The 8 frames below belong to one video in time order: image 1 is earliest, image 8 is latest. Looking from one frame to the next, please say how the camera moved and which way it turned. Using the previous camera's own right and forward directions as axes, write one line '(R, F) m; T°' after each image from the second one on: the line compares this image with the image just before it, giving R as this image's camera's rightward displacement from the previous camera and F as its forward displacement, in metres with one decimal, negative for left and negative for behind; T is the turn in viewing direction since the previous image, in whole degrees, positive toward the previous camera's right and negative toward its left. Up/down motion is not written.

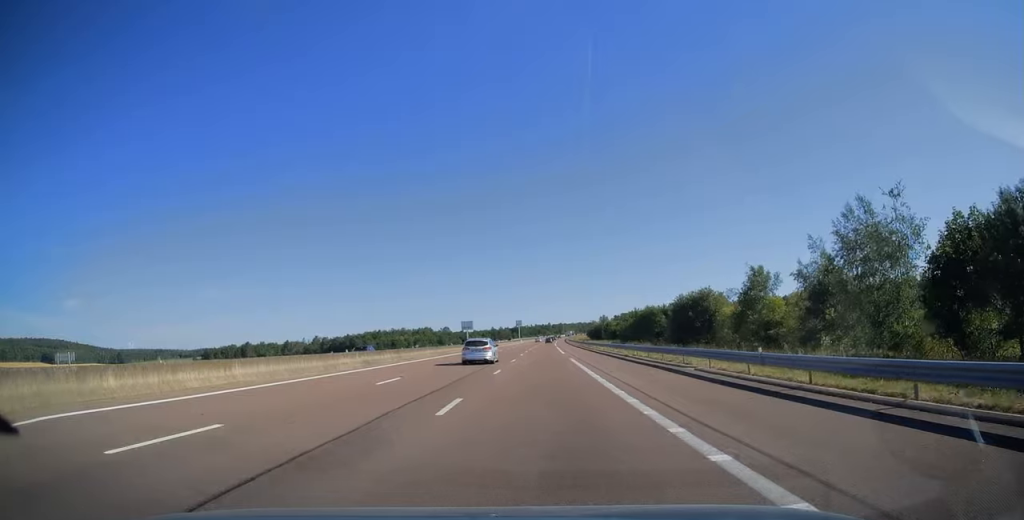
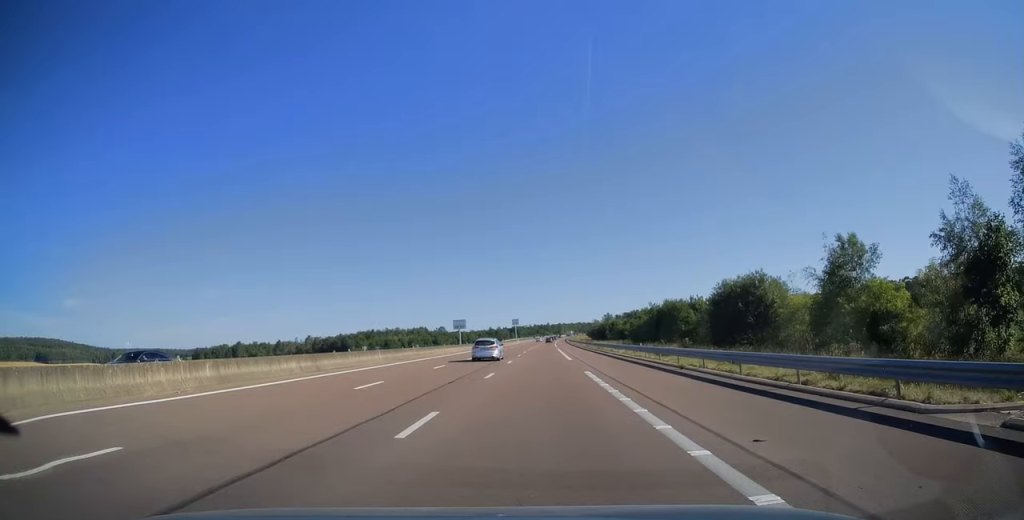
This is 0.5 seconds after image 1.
(0.0, +15.6) m; 0°
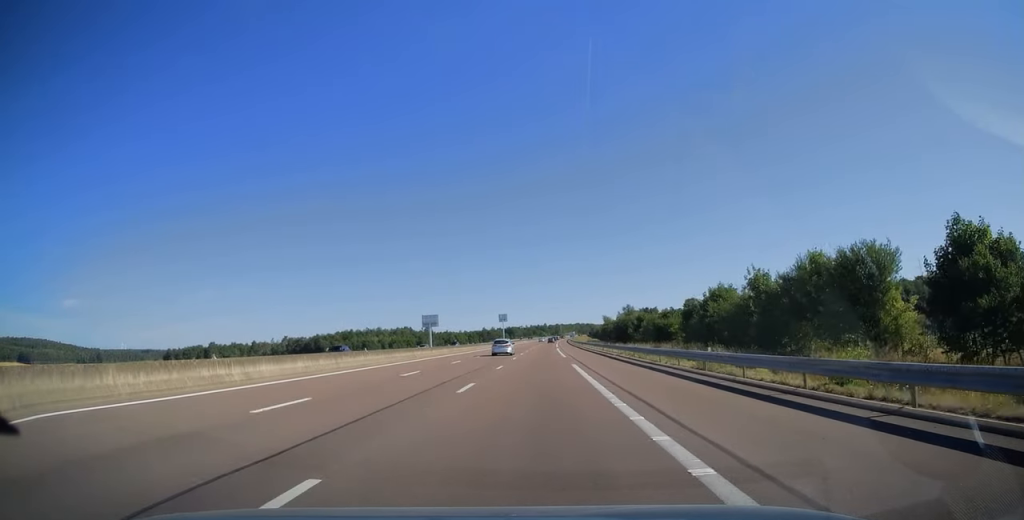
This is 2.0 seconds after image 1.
(+0.2, +44.6) m; 0°
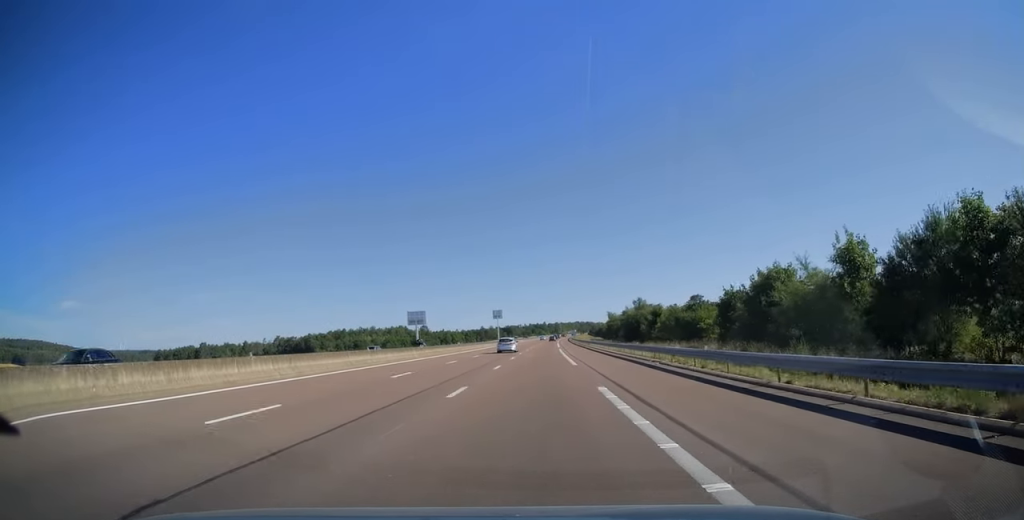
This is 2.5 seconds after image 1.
(0.0, +14.5) m; 0°
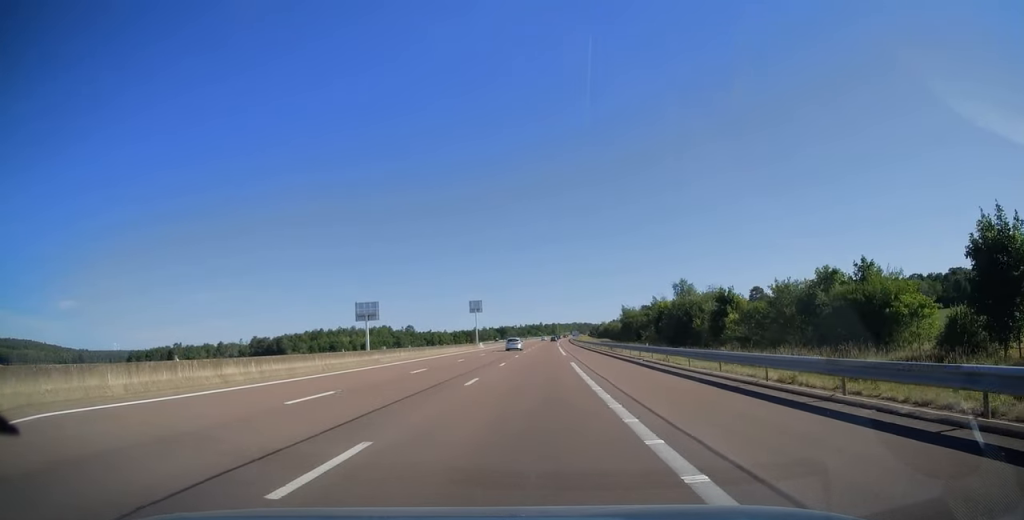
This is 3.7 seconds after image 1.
(+0.2, +35.1) m; 0°
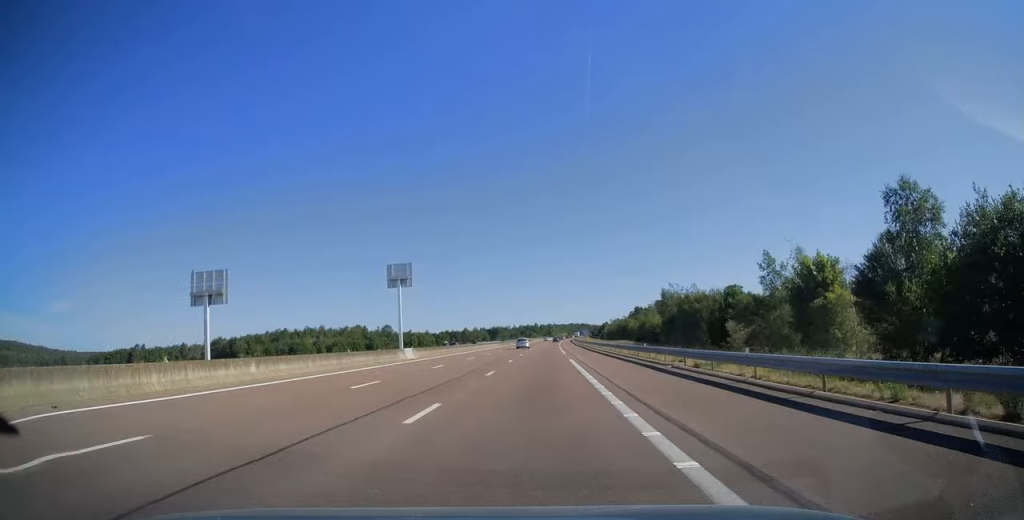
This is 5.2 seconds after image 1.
(+0.2, +47.2) m; 0°
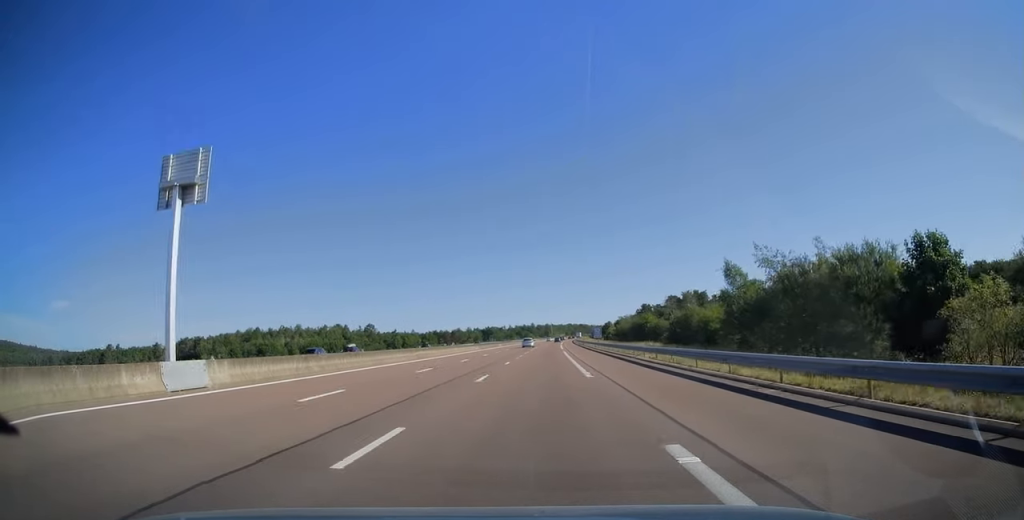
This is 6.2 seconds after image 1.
(0.0, +29.6) m; 0°
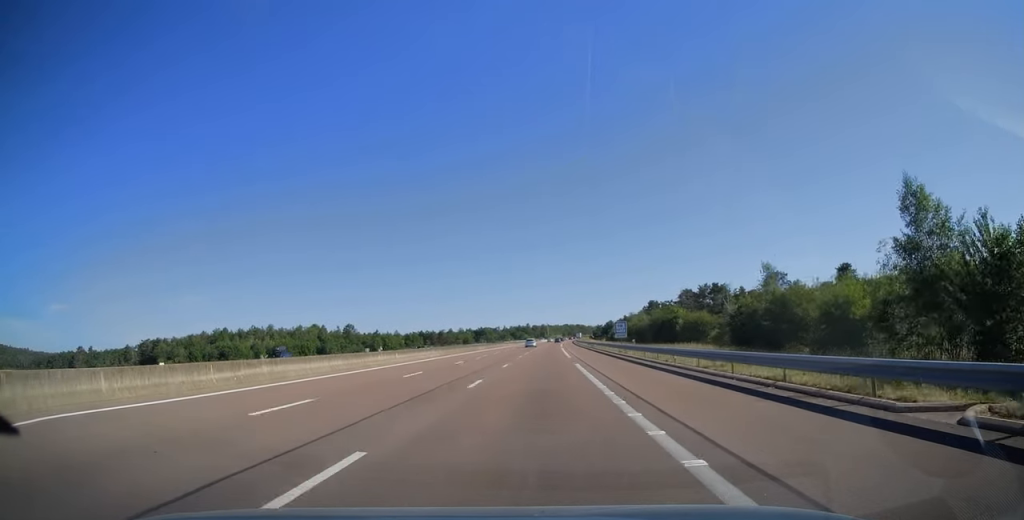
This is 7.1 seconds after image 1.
(+0.1, +28.1) m; 0°
